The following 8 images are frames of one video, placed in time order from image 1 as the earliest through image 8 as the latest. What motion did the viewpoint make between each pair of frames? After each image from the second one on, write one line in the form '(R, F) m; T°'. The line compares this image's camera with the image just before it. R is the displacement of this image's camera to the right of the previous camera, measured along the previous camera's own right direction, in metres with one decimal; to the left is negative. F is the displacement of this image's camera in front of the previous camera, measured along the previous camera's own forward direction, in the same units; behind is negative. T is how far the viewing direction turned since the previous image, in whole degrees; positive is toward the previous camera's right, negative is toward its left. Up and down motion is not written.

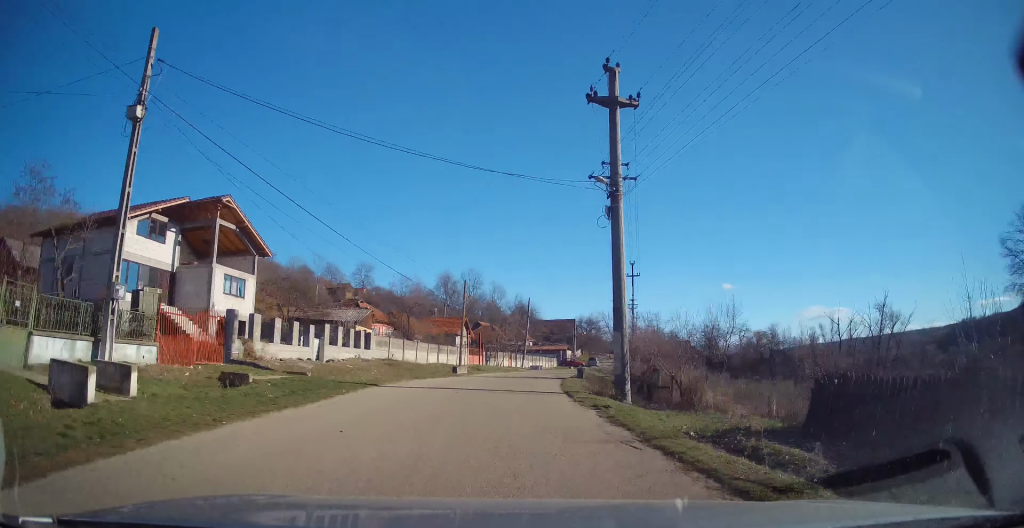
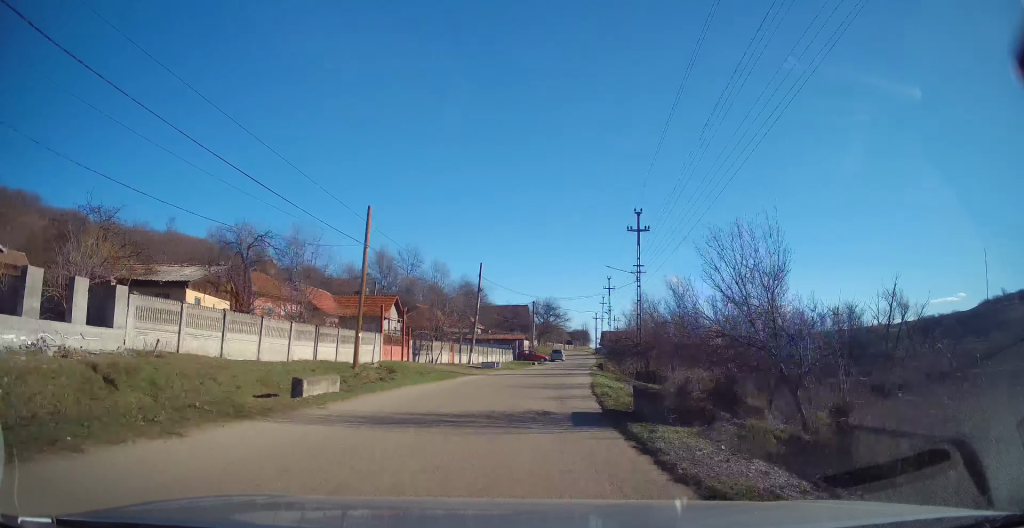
(+0.9, +19.6) m; +5°
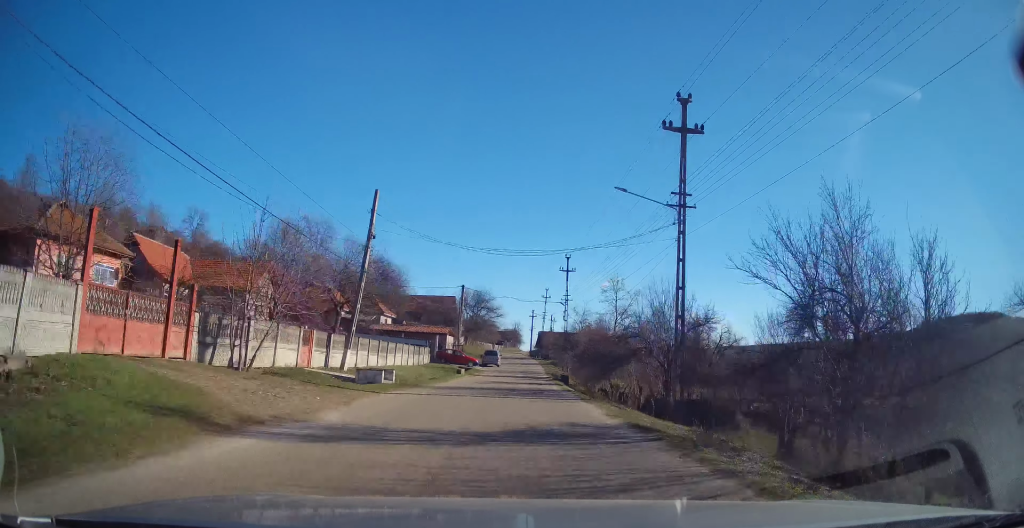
(+1.2, +19.7) m; +7°
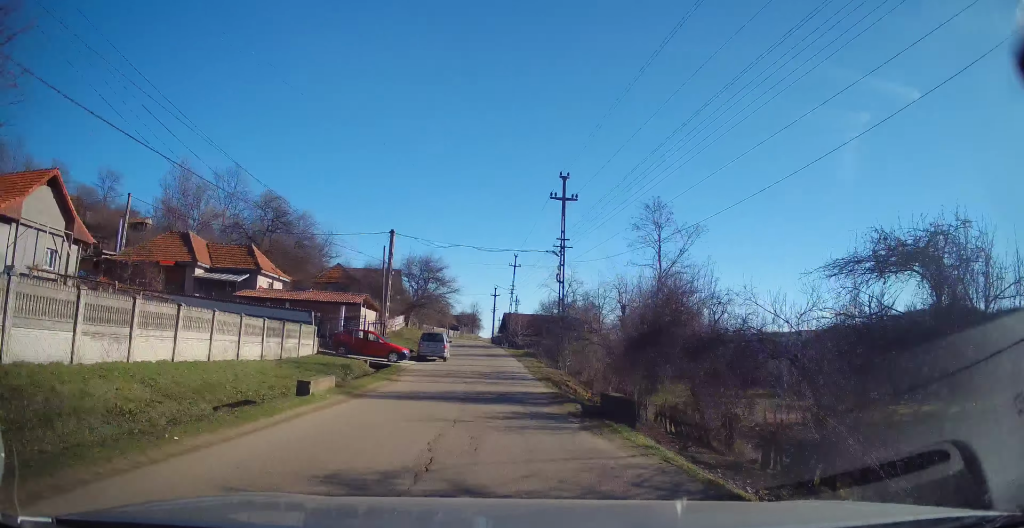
(+1.3, +22.3) m; +4°
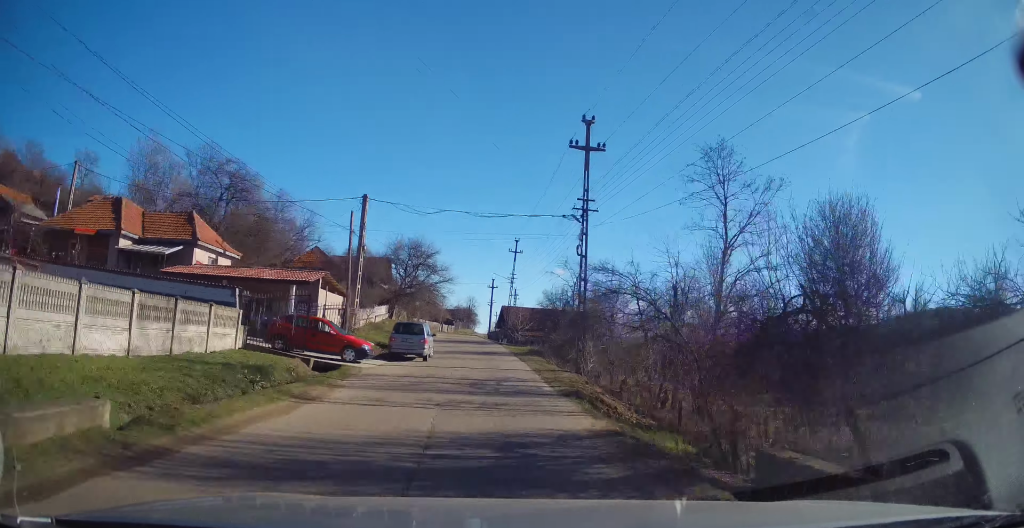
(0.0, +7.9) m; +1°
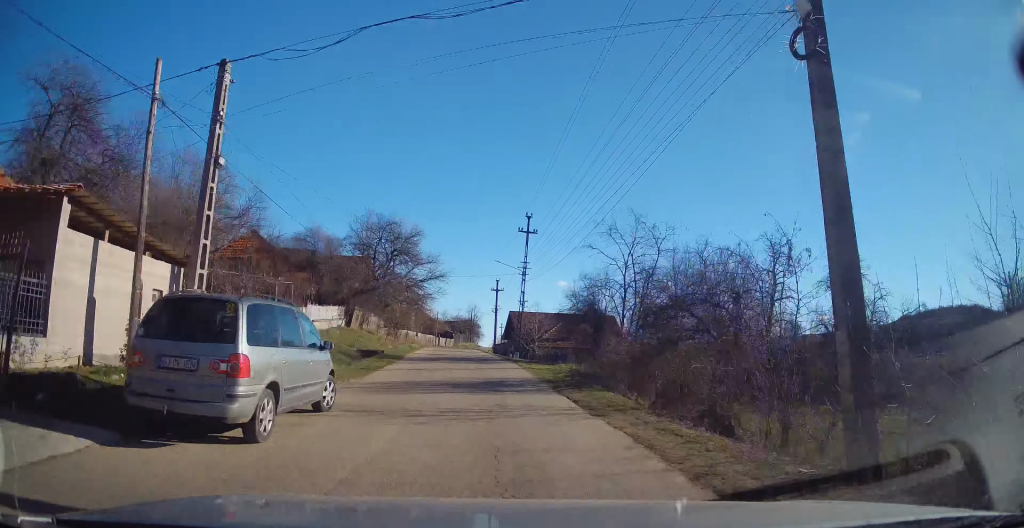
(+0.2, +16.9) m; +1°
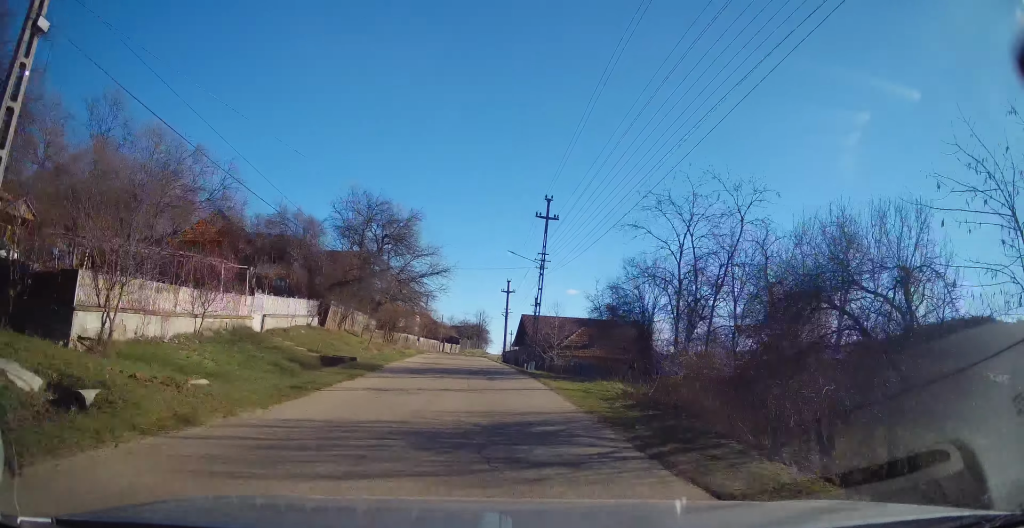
(+0.3, +7.3) m; -1°
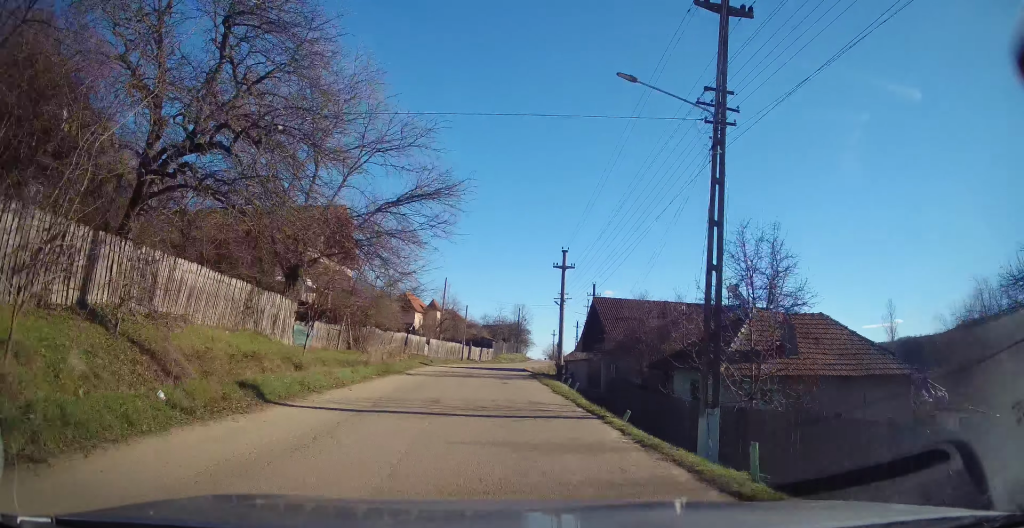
(-1.1, +25.0) m; -4°
